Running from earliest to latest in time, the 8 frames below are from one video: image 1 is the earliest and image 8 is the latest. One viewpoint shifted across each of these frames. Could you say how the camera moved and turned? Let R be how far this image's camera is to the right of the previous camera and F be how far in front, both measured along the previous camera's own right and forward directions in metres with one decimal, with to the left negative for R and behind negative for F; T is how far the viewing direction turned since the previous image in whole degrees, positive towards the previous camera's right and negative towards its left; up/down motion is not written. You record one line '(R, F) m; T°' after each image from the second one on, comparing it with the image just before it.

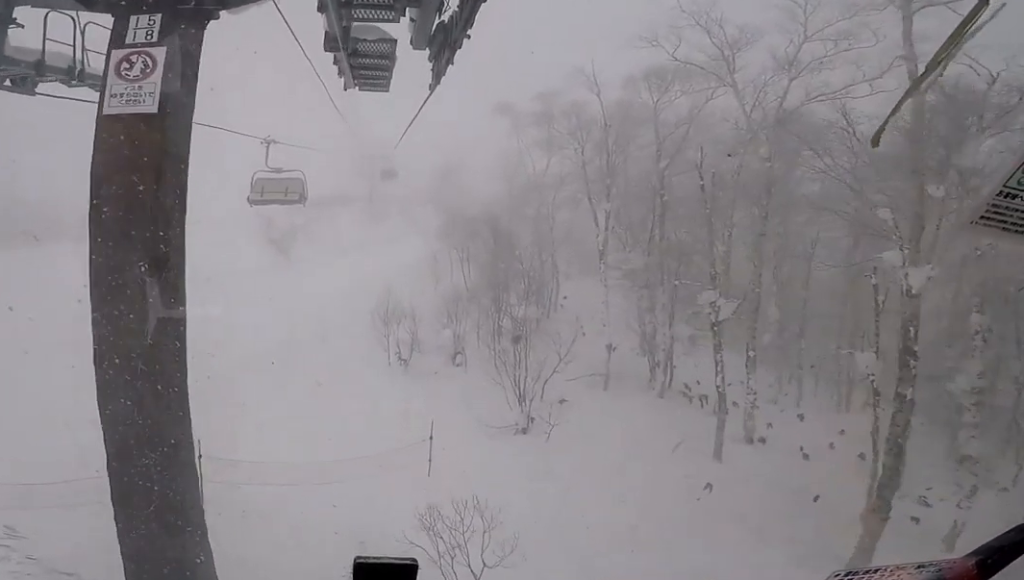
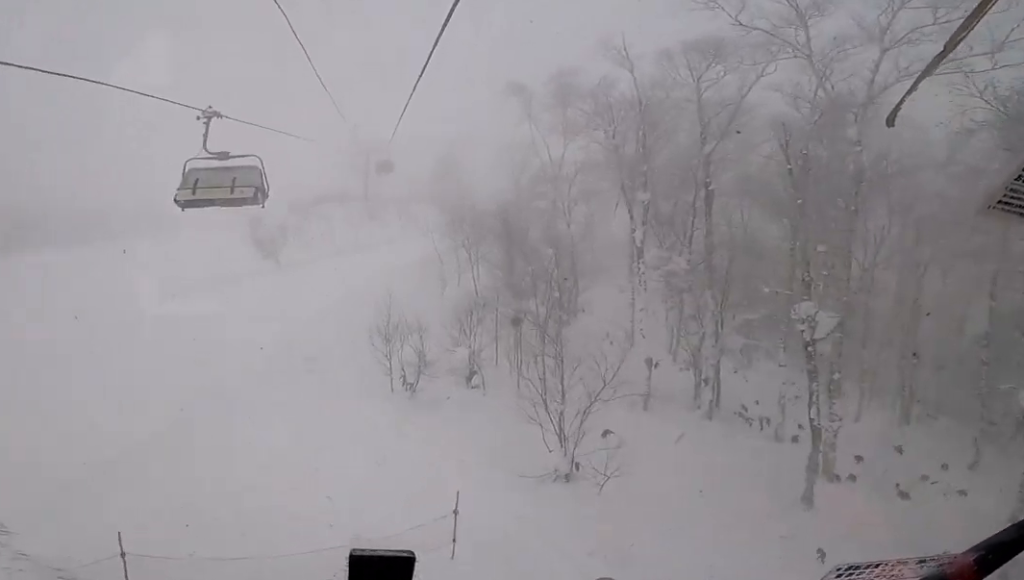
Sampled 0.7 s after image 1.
(-0.1, +2.8) m; +5°
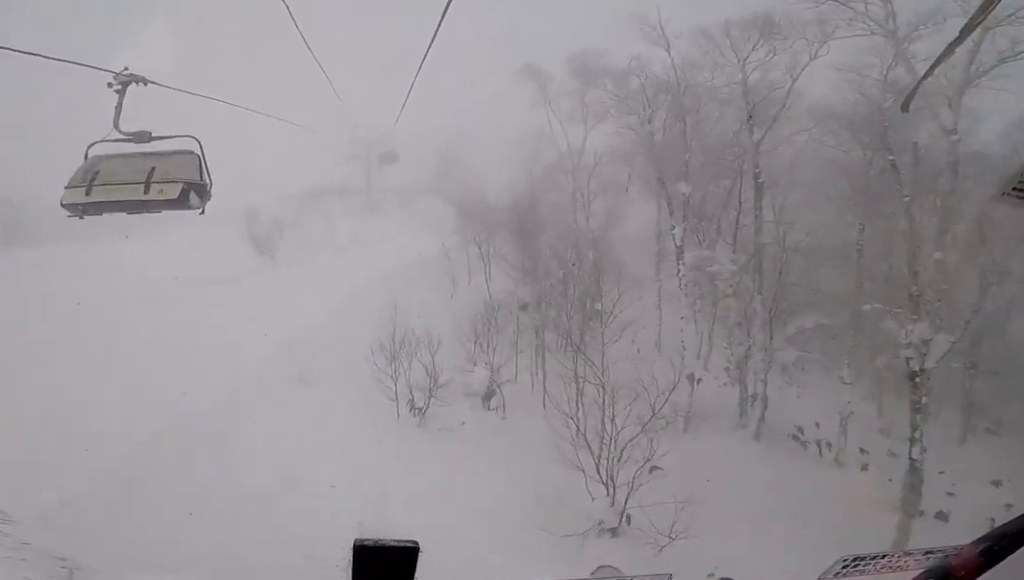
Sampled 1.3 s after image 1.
(+0.5, +1.8) m; +4°
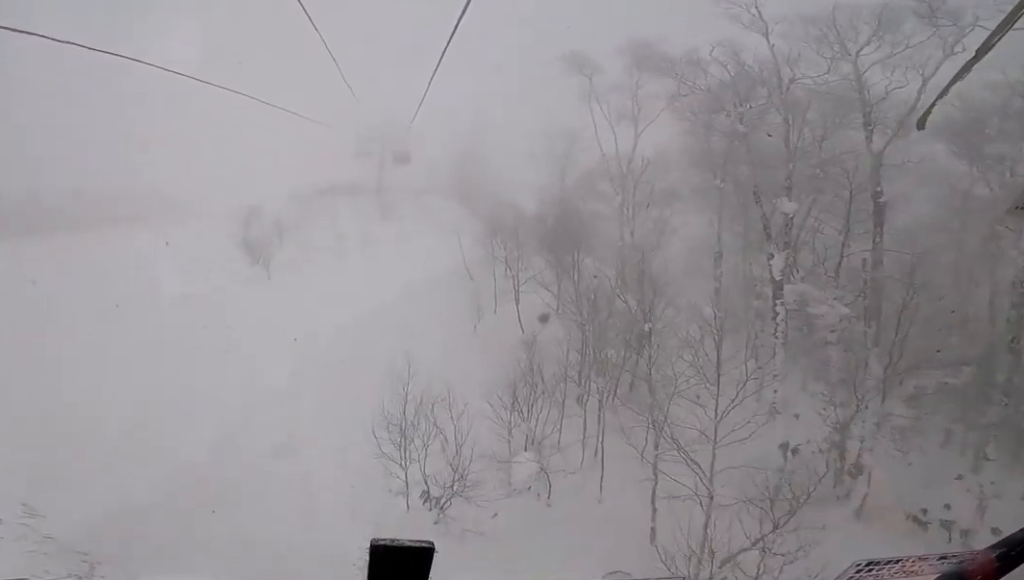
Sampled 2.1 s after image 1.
(-0.1, +3.6) m; -8°
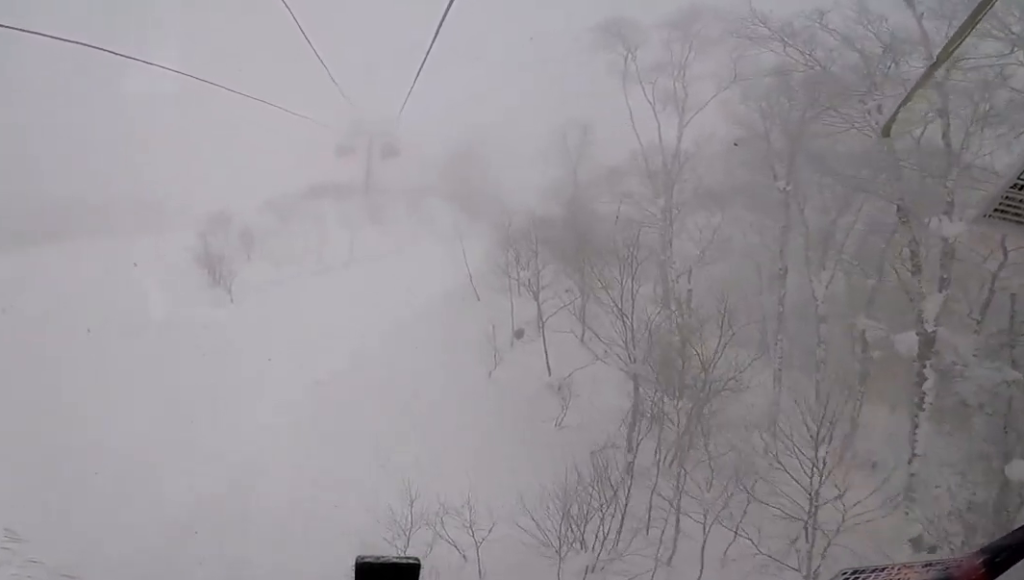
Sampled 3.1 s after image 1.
(-0.6, +4.1) m; -12°
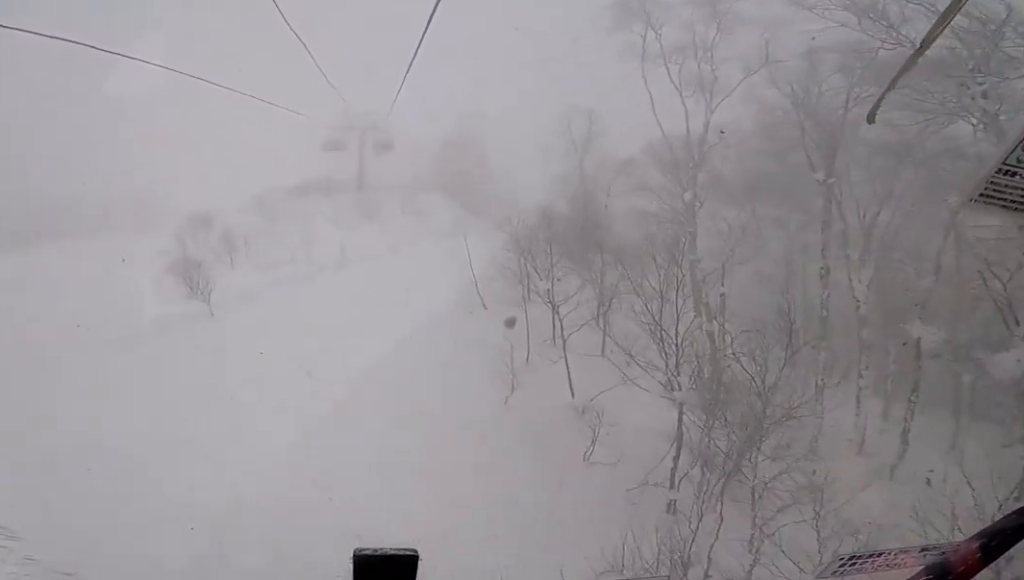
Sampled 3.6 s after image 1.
(-0.1, +2.0) m; -3°
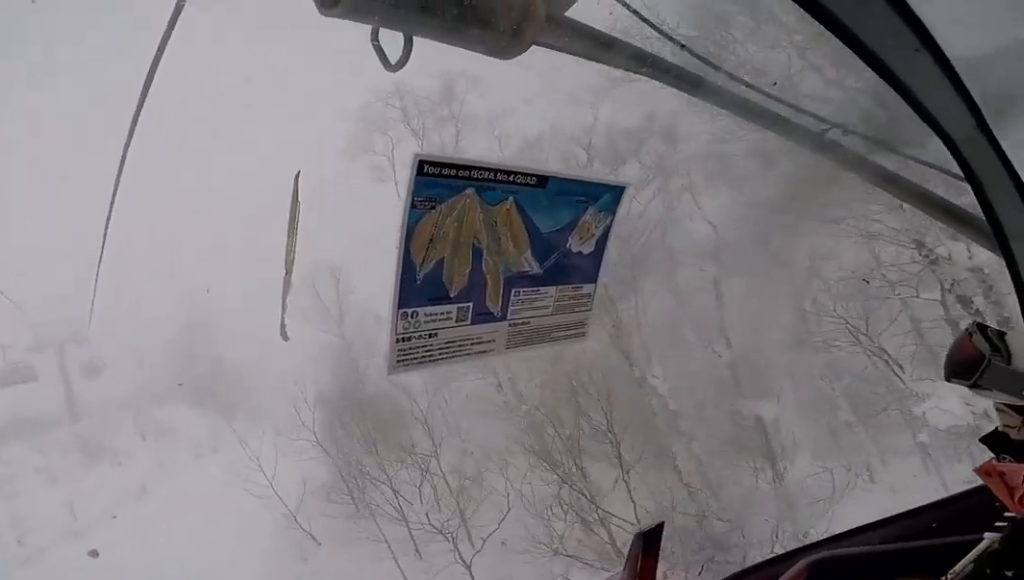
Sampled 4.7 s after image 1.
(+0.2, +4.6) m; +9°
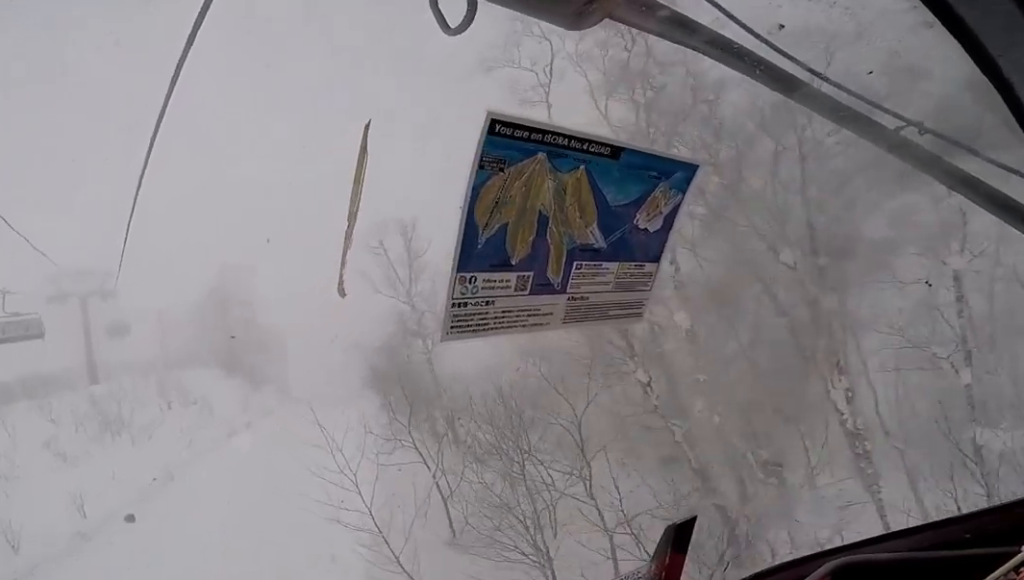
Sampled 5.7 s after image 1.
(+0.4, +4.5) m; -2°
